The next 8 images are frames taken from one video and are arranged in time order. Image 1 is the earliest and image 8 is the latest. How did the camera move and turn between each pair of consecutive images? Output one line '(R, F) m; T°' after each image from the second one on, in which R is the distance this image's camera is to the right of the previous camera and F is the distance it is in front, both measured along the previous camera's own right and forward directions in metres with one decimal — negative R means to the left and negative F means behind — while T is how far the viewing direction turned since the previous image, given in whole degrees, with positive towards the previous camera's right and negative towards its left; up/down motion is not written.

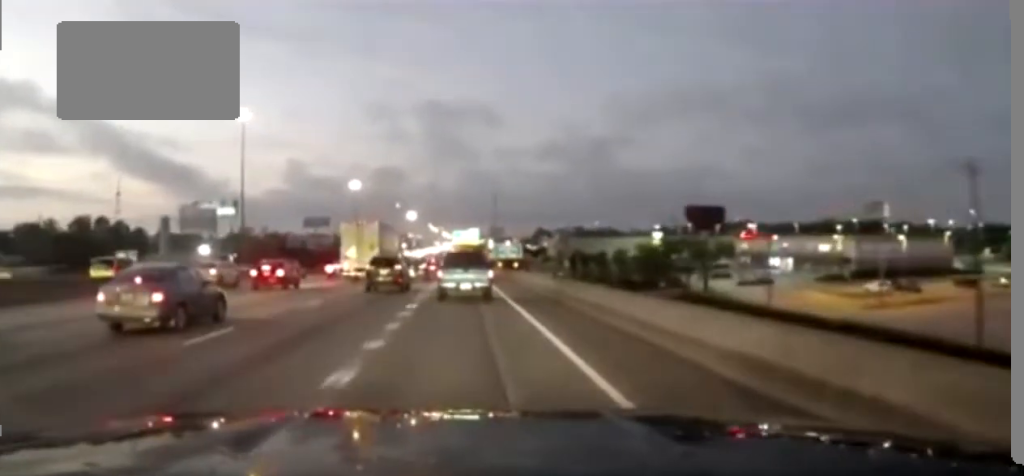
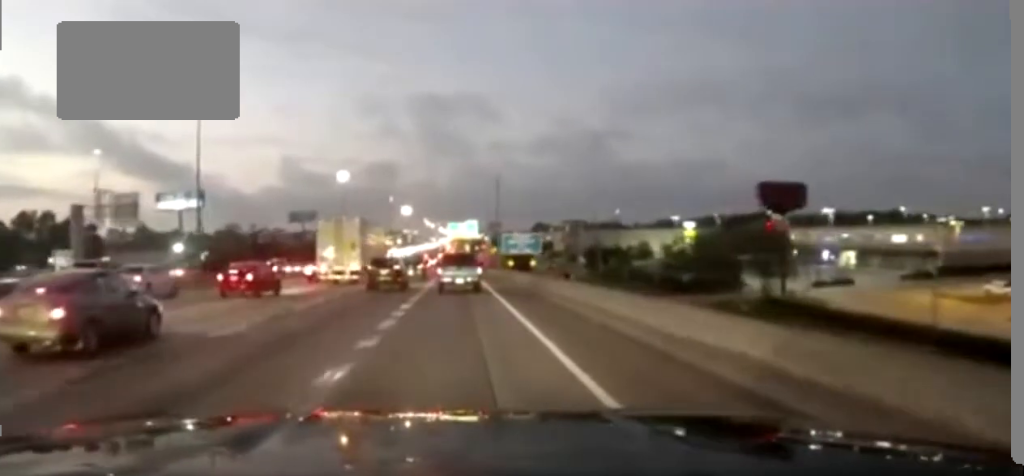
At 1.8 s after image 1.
(+0.2, +28.1) m; +1°
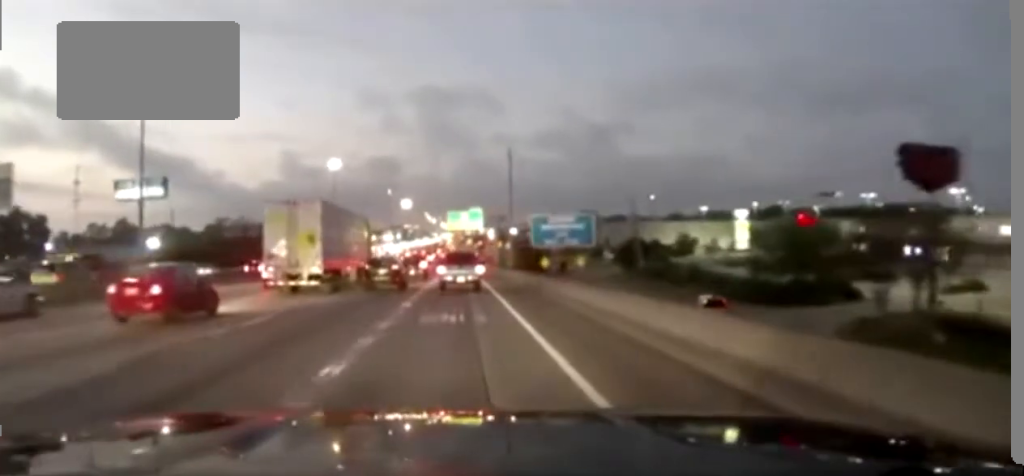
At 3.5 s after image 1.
(0.0, +28.2) m; 0°
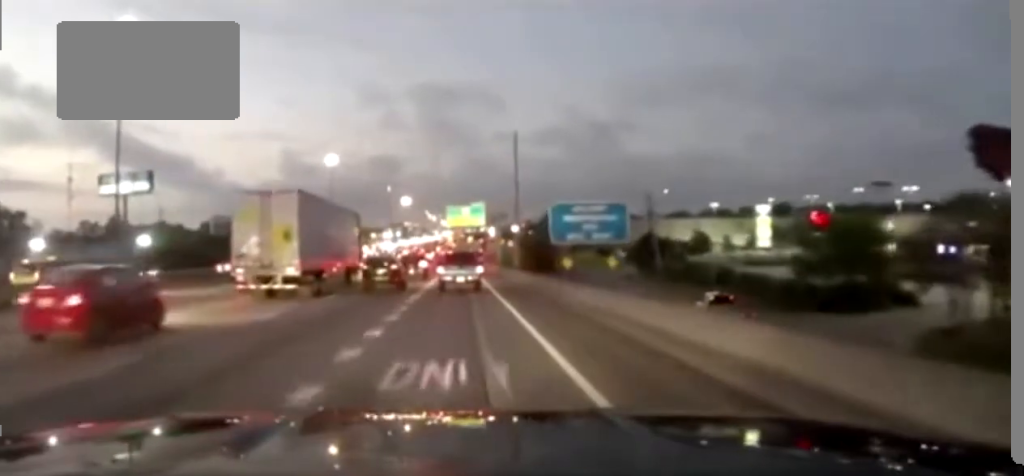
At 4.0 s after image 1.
(0.0, +9.3) m; 0°
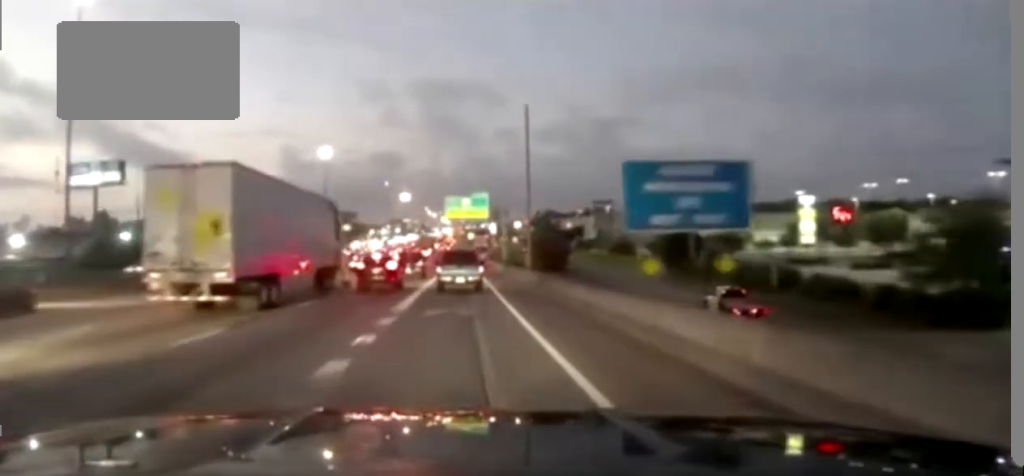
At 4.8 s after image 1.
(0.0, +15.7) m; 0°
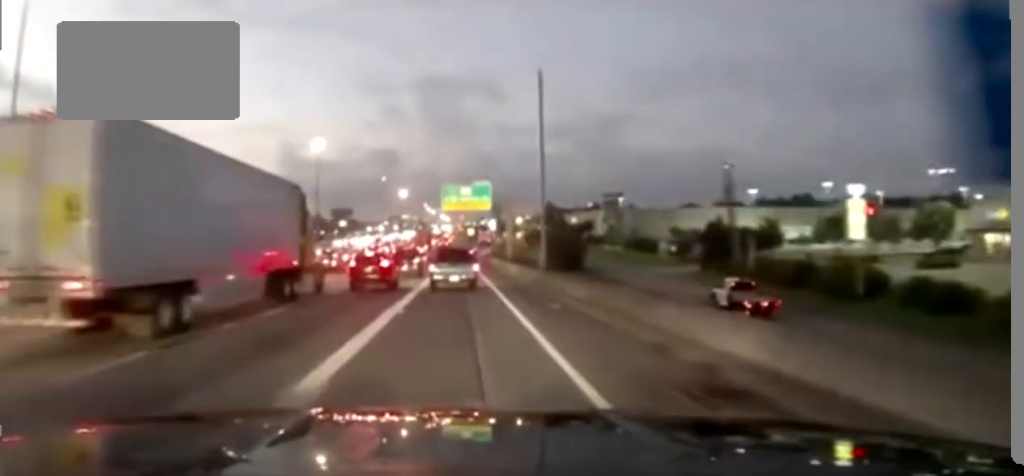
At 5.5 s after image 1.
(0.0, +14.4) m; 0°
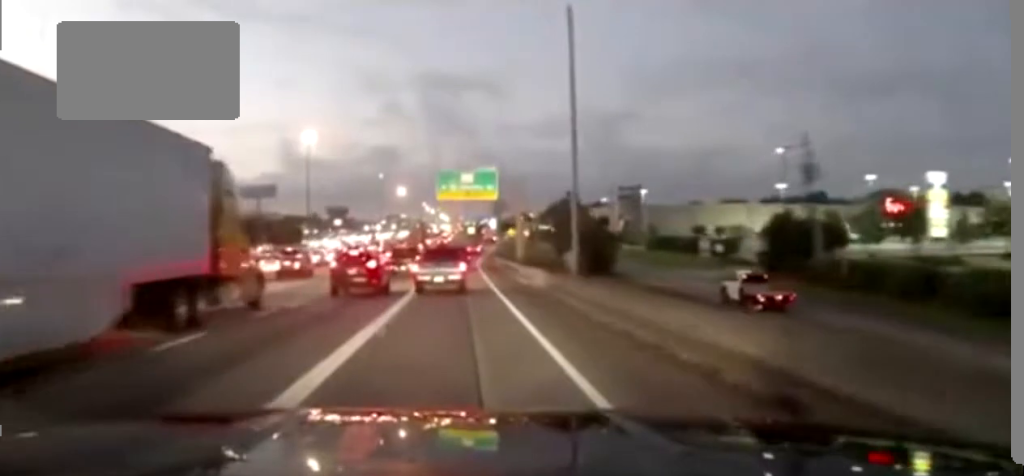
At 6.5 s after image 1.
(0.0, +17.7) m; 0°
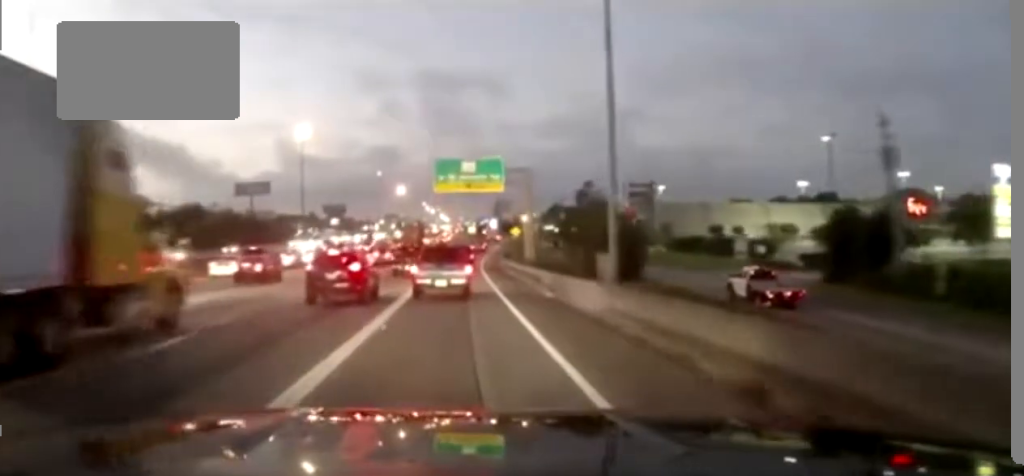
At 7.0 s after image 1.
(0.0, +11.2) m; -1°
